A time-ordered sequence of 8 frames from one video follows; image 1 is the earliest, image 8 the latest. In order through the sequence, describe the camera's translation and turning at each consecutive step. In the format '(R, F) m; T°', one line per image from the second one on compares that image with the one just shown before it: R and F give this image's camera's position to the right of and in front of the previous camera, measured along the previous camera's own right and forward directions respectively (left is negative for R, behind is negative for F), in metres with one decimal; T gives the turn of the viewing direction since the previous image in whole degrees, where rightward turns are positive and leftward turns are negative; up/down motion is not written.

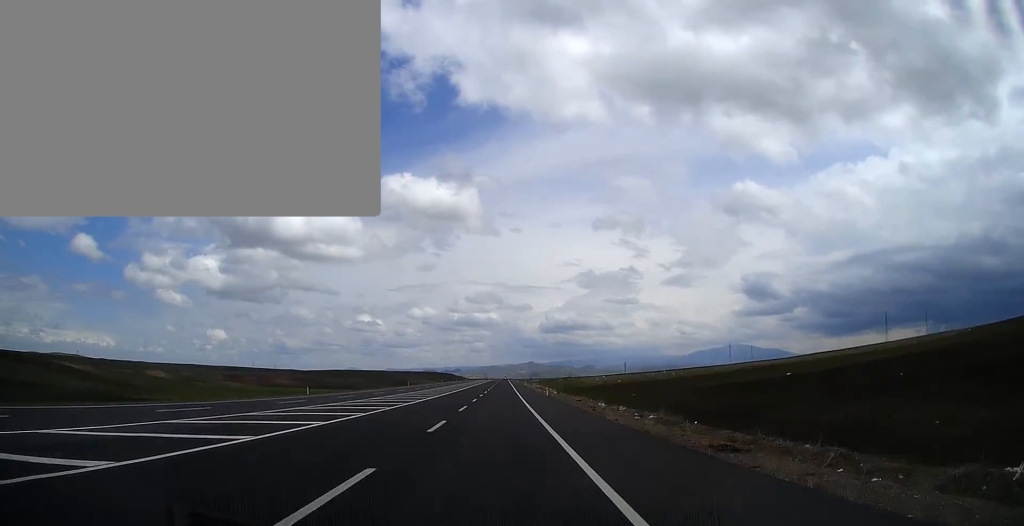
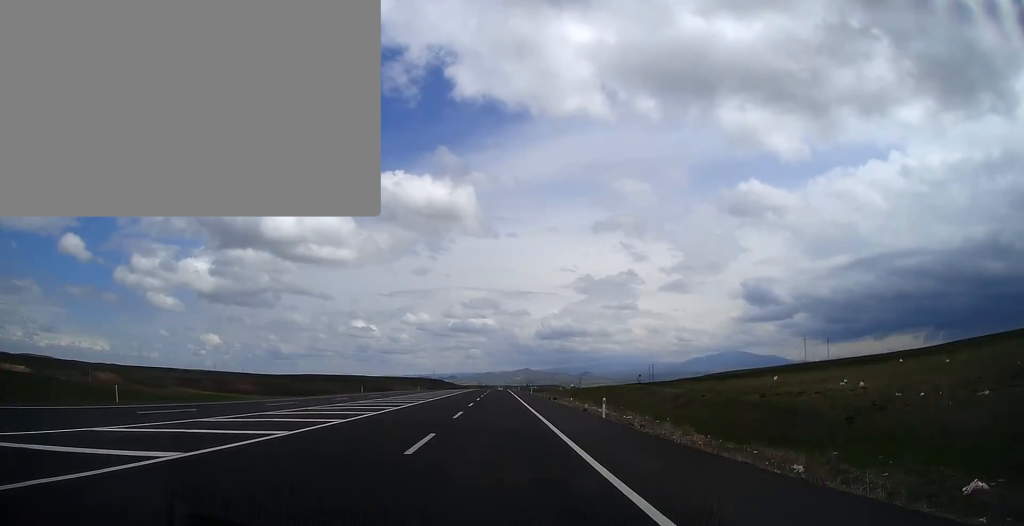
(+0.3, +161.2) m; 0°
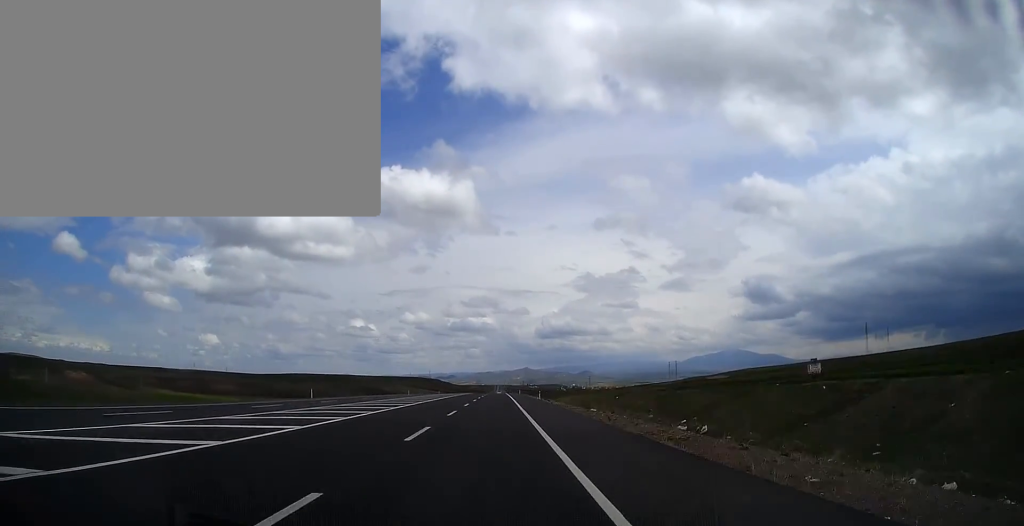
(+0.2, +85.3) m; 0°
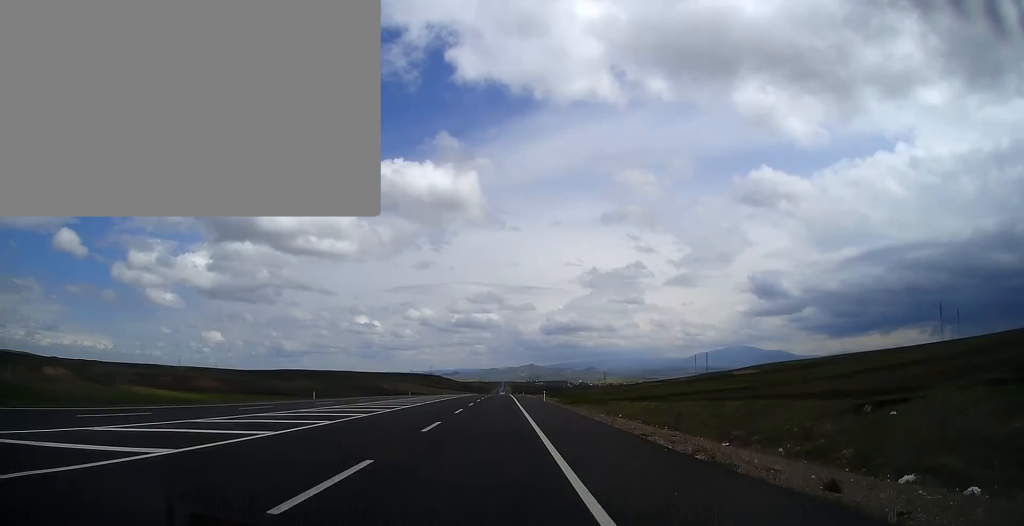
(-0.3, +73.0) m; 0°
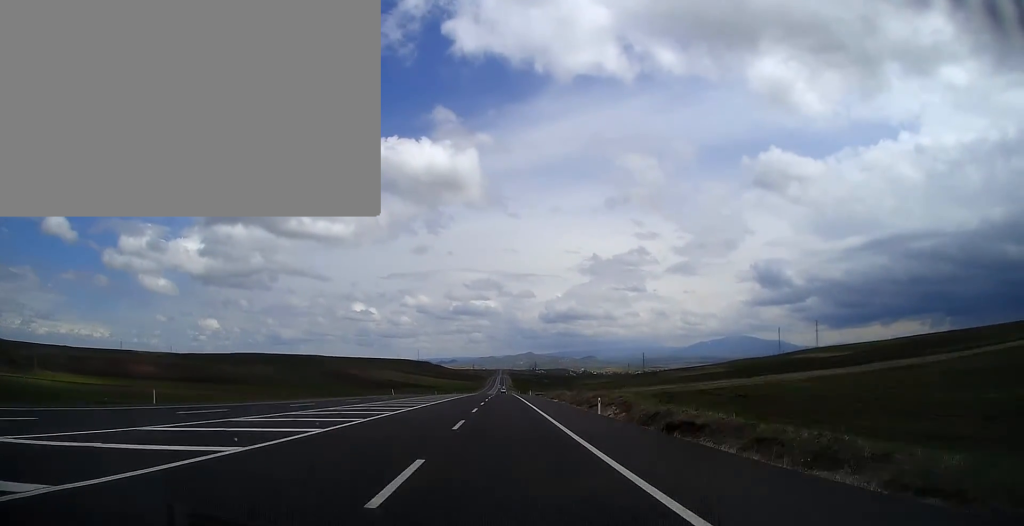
(+0.1, +181.0) m; 0°
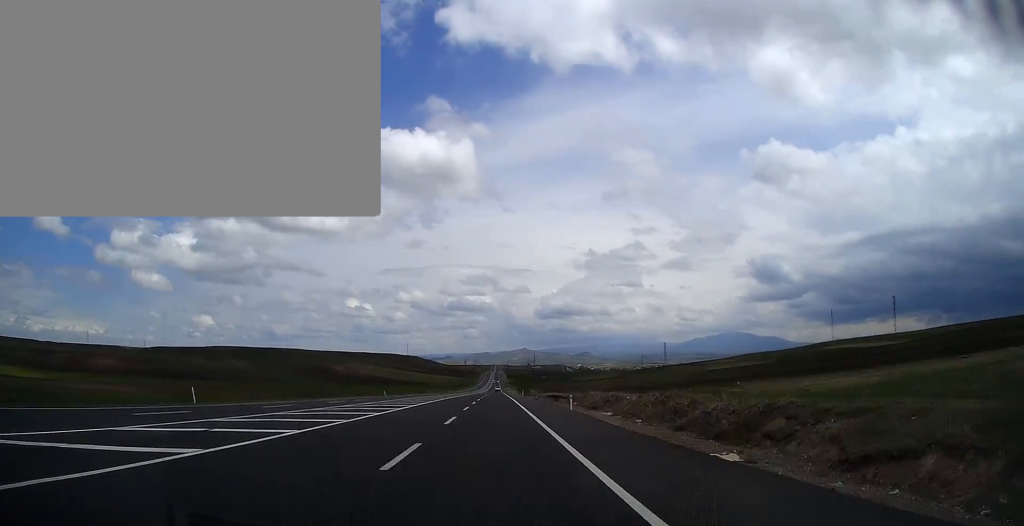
(+0.2, +73.9) m; 0°
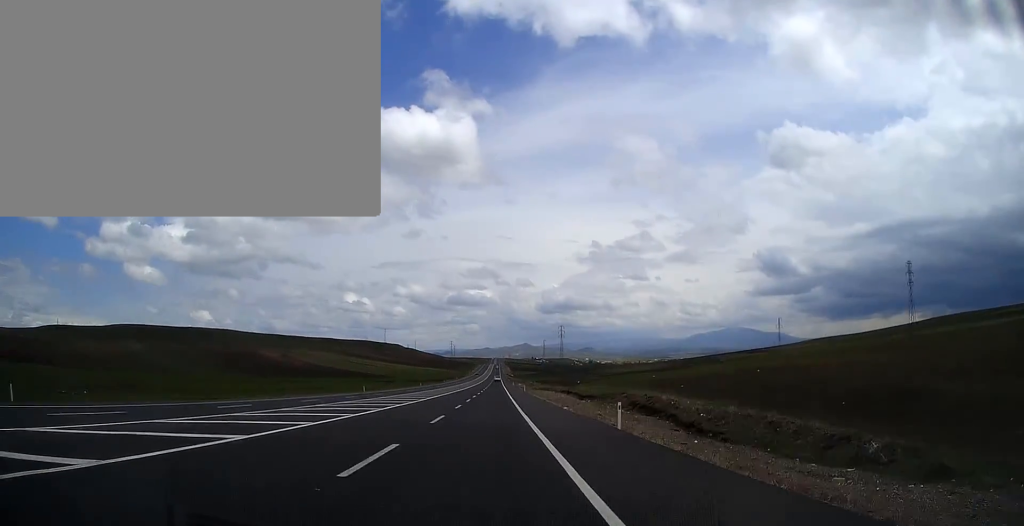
(-0.5, +236.1) m; 0°
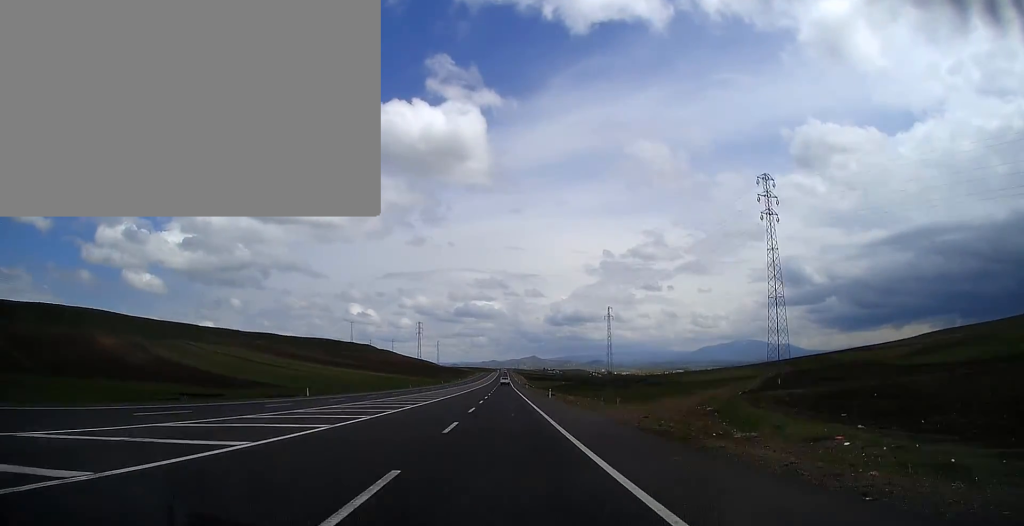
(+0.1, +233.2) m; 0°
